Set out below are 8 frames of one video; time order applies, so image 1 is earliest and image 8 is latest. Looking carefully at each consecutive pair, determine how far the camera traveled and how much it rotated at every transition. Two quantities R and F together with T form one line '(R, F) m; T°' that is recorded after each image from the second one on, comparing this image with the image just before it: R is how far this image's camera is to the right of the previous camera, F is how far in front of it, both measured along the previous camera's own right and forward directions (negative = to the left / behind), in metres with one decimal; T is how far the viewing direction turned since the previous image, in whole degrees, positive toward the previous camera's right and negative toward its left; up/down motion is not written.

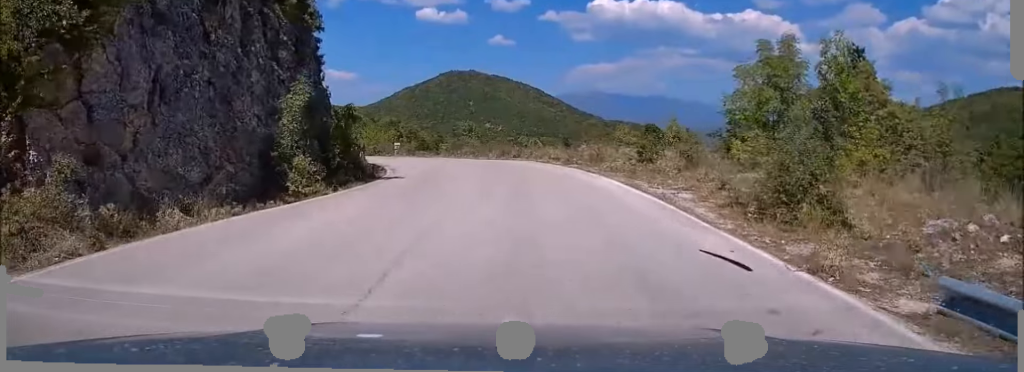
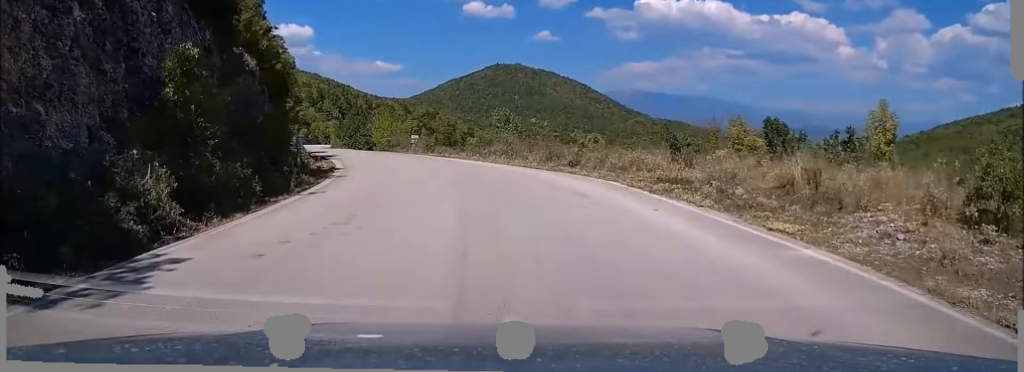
(0.0, +21.1) m; -2°
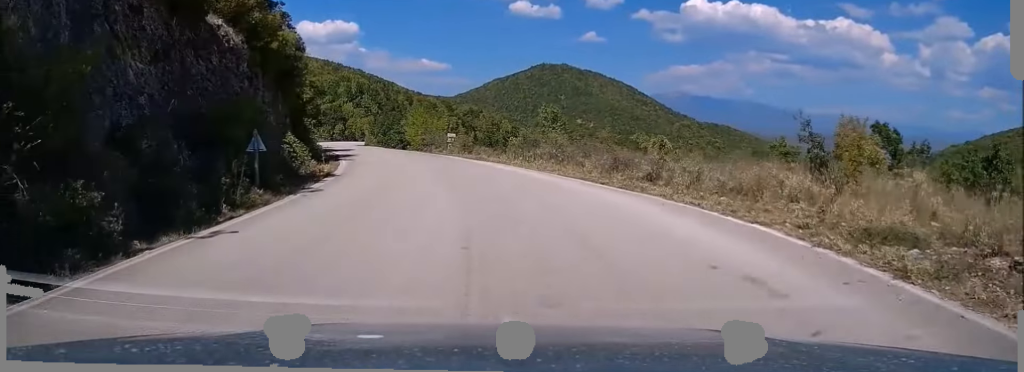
(-0.1, +8.5) m; -2°
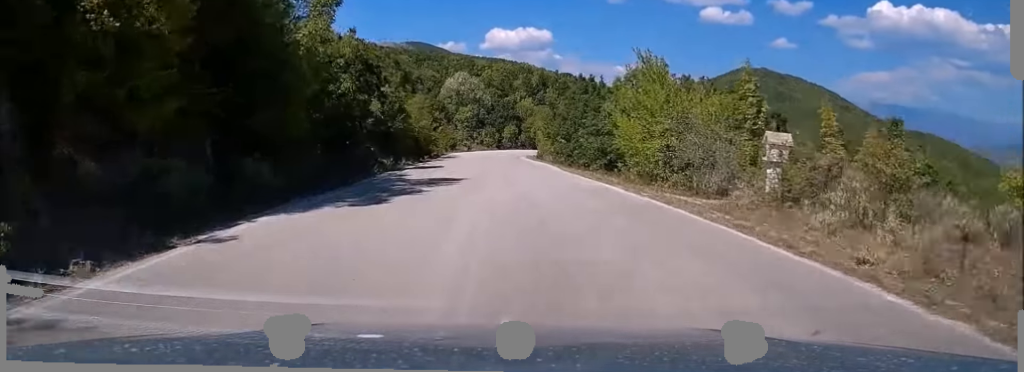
(-8.1, +50.3) m; -17°
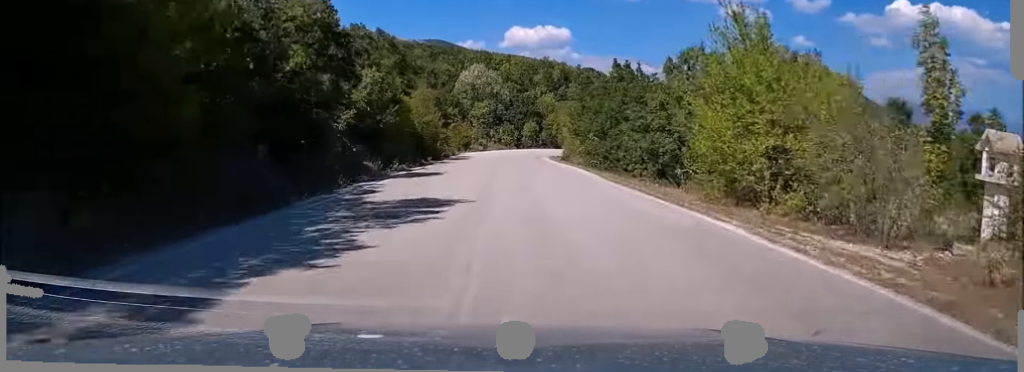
(-0.2, +9.7) m; -2°
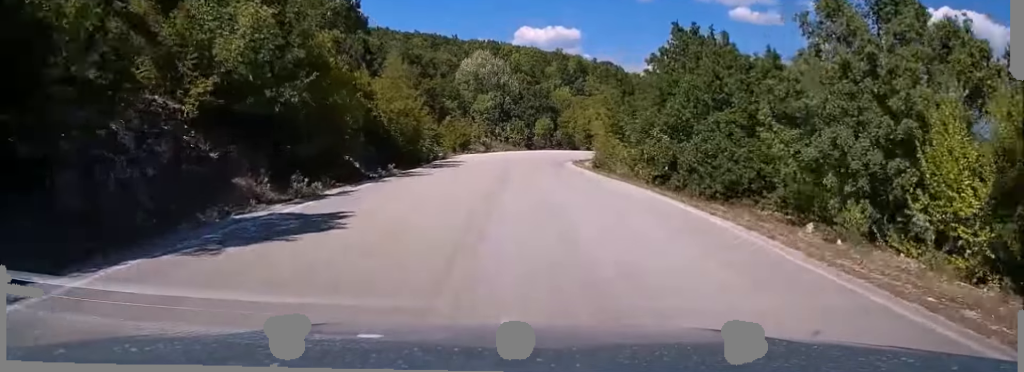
(-0.4, +16.7) m; -2°
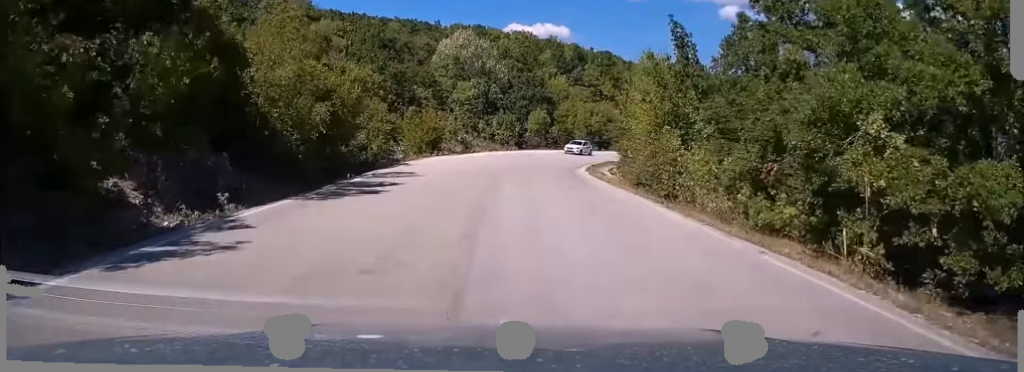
(-0.2, +16.6) m; +1°
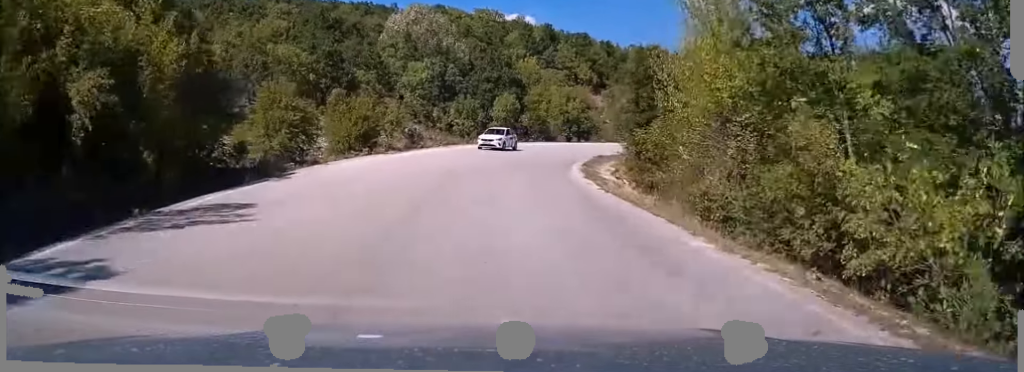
(+0.2, +13.2) m; +2°
